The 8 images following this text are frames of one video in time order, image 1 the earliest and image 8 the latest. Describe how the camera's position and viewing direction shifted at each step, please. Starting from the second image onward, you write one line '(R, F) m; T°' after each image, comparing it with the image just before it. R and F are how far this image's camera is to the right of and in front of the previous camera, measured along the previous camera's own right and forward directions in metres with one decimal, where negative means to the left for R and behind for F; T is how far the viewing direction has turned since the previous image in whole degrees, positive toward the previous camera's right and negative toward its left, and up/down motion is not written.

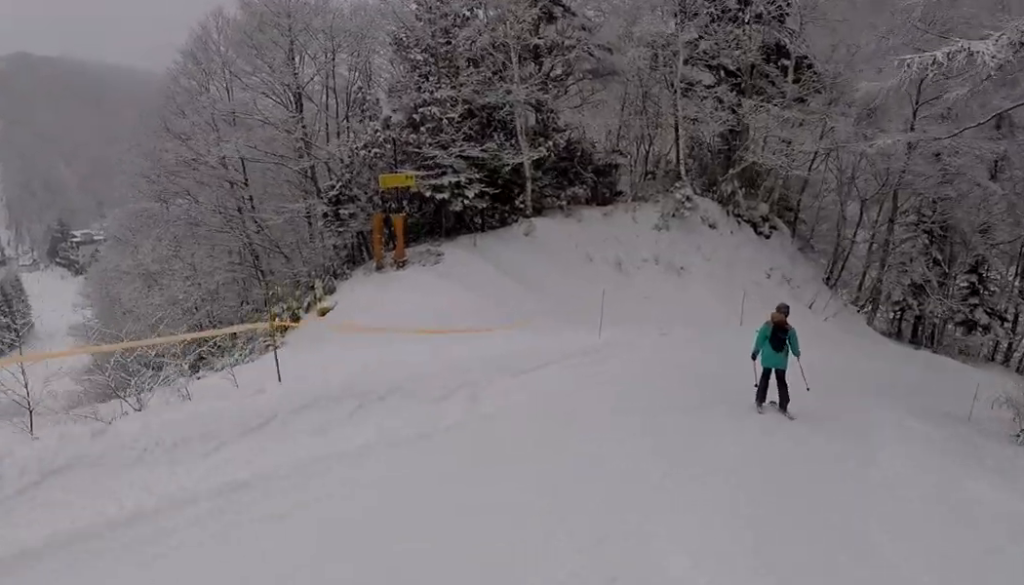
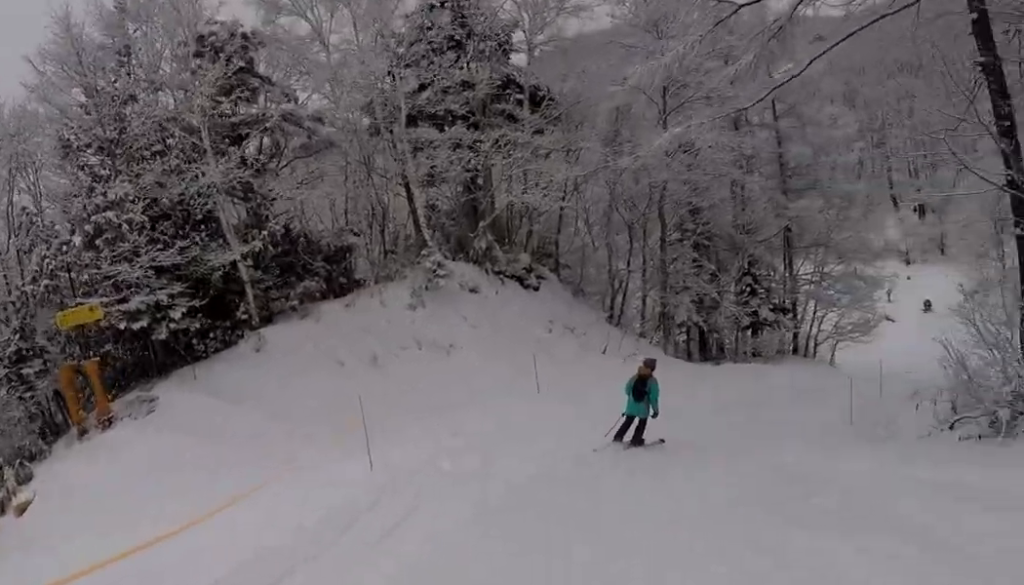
(+0.1, +5.8) m; +9°
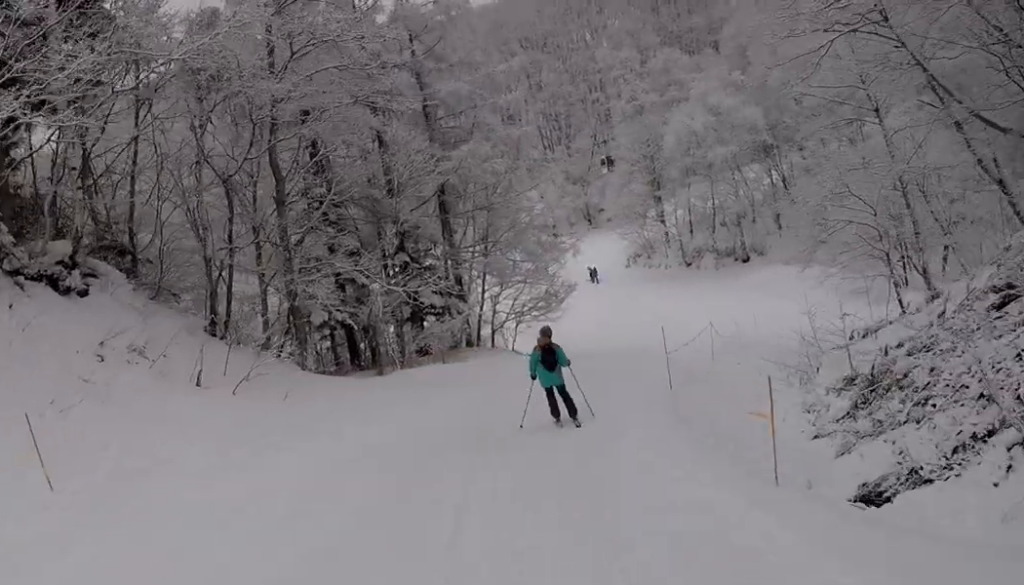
(+3.2, +11.7) m; +31°
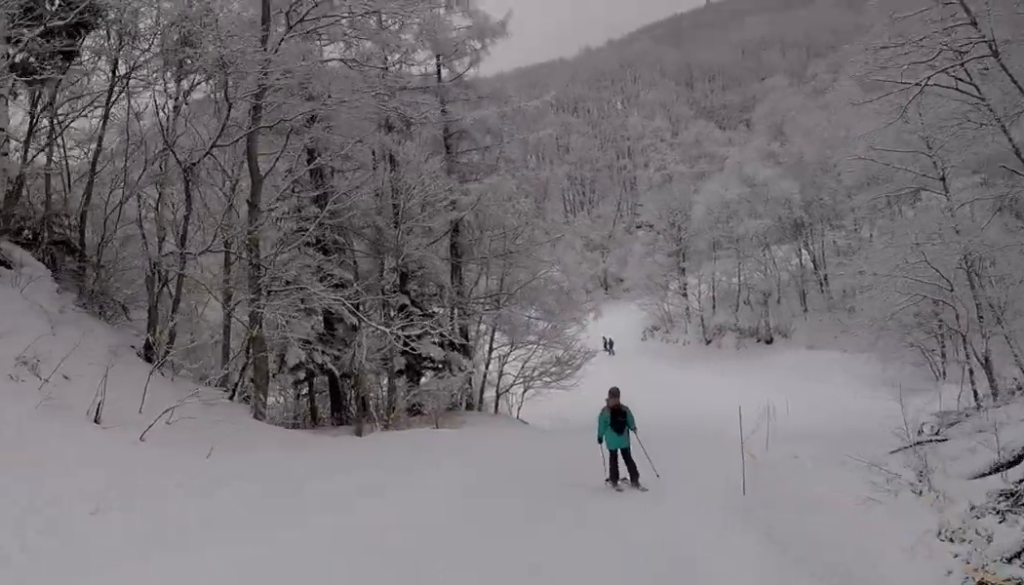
(+0.4, +4.3) m; +7°
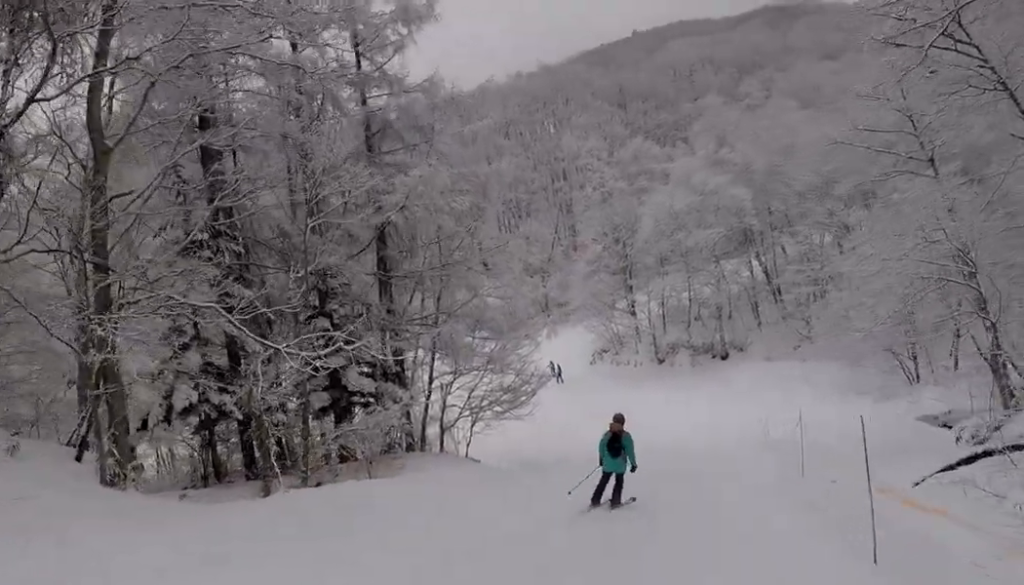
(+0.6, +4.5) m; +4°
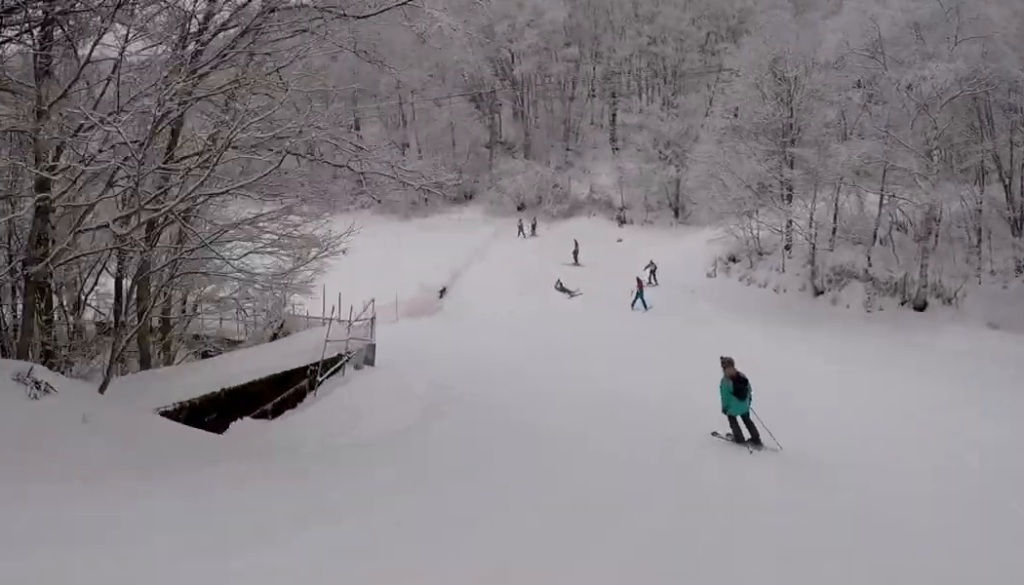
(-3.4, +21.6) m; -16°
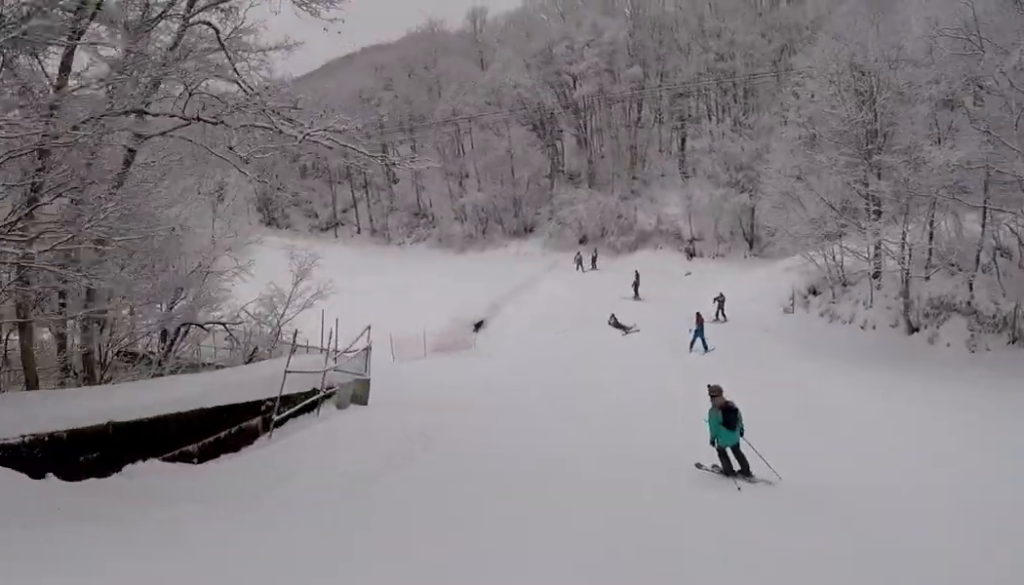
(0.0, +3.7) m; 0°
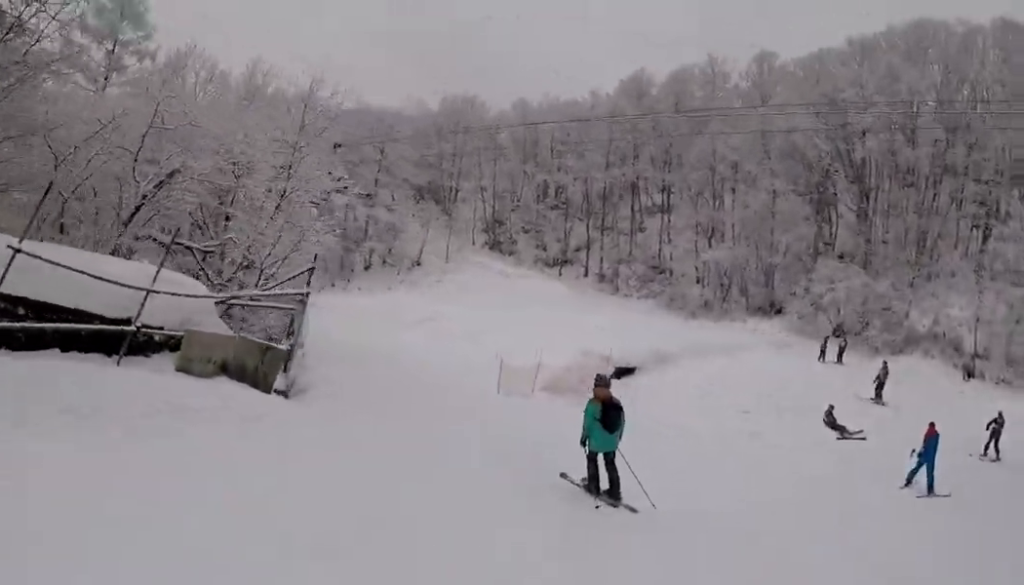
(0.0, +8.6) m; -18°
